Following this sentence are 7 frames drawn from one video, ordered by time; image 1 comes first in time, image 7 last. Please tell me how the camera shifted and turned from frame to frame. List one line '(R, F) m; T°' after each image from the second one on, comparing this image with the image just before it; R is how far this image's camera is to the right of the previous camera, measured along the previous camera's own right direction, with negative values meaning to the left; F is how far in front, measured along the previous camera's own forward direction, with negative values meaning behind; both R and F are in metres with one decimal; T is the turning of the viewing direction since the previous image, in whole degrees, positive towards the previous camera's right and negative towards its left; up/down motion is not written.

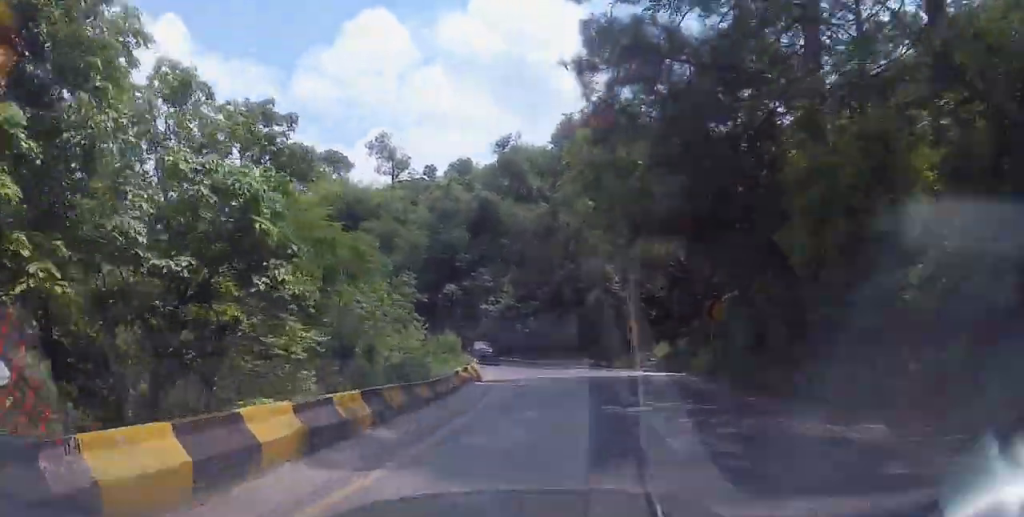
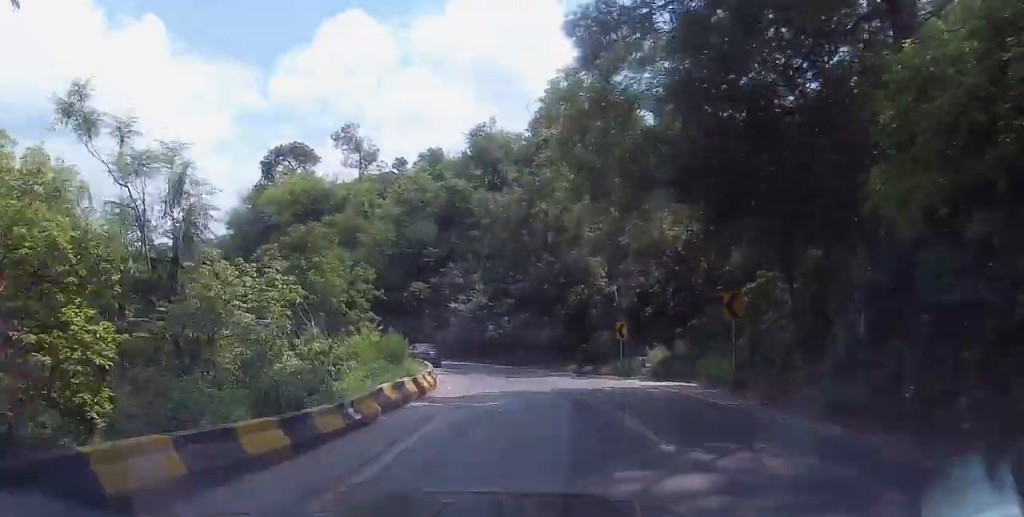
(+0.1, +5.8) m; 0°
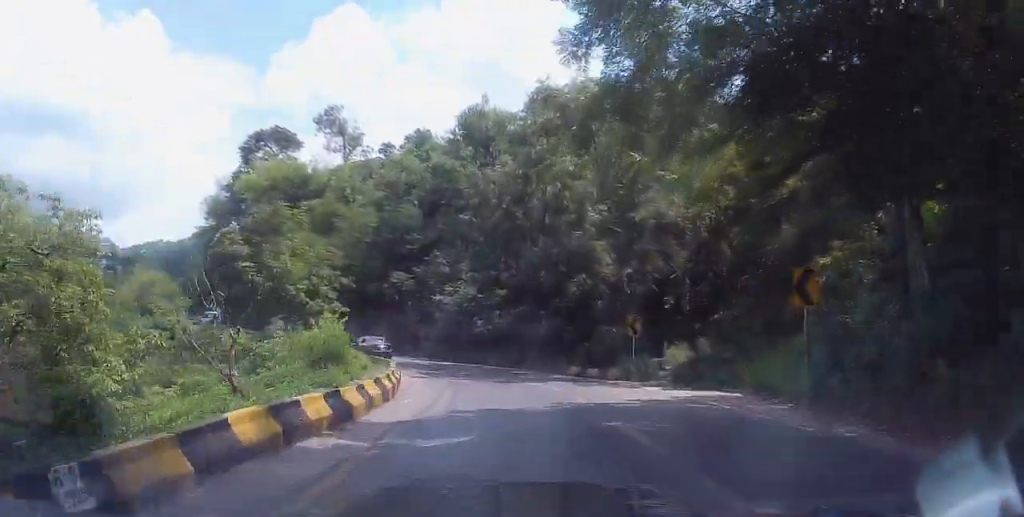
(-0.2, +5.8) m; 0°
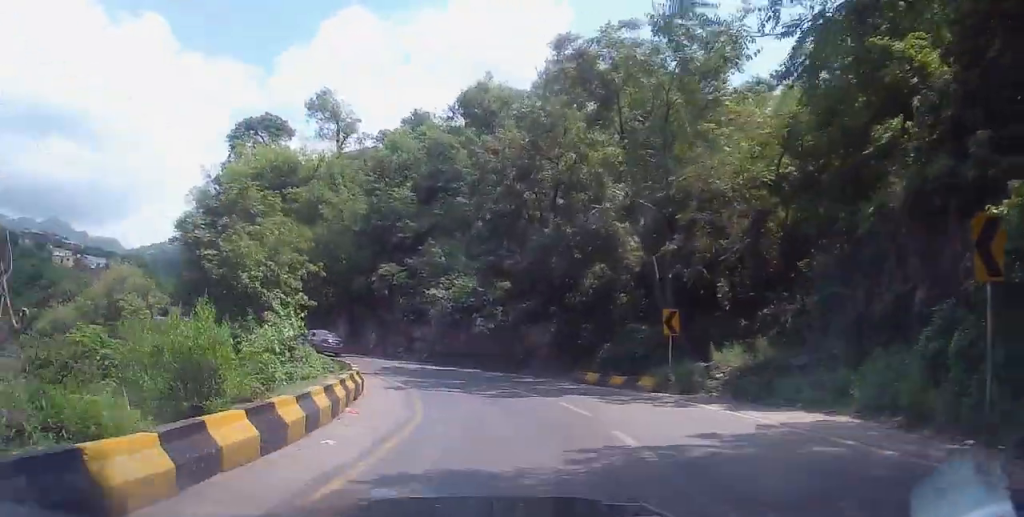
(0.0, +6.2) m; -1°
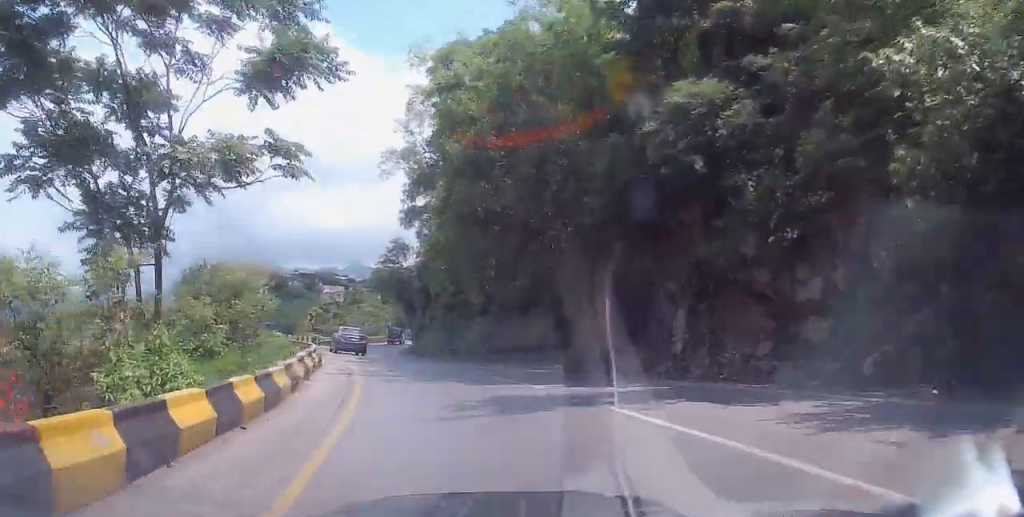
(-6.4, +29.7) m; -29°
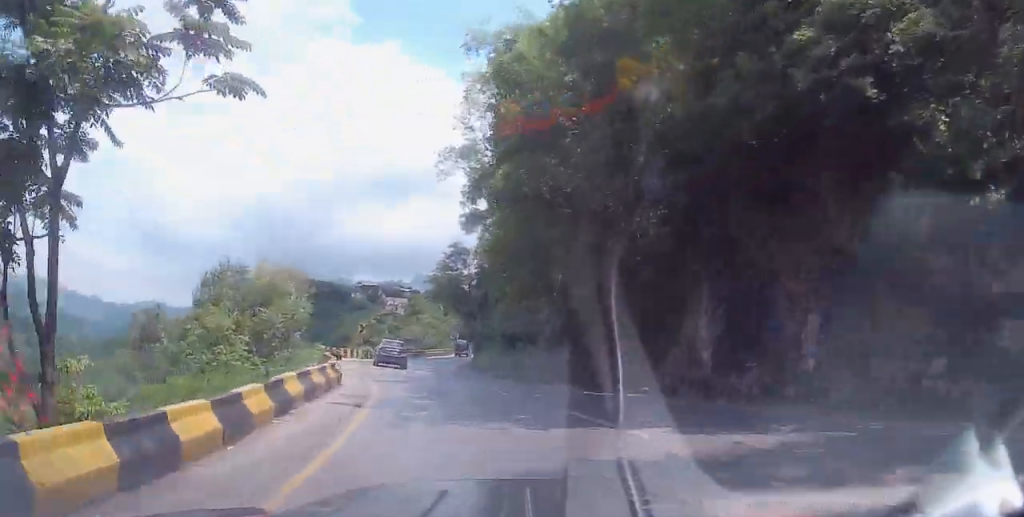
(-0.2, +4.7) m; -4°
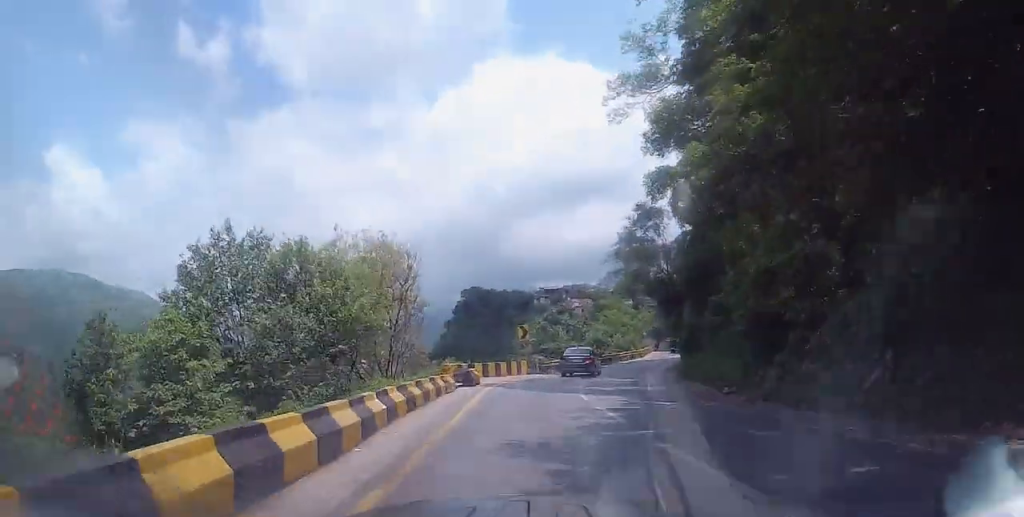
(-1.4, +14.4) m; -14°
